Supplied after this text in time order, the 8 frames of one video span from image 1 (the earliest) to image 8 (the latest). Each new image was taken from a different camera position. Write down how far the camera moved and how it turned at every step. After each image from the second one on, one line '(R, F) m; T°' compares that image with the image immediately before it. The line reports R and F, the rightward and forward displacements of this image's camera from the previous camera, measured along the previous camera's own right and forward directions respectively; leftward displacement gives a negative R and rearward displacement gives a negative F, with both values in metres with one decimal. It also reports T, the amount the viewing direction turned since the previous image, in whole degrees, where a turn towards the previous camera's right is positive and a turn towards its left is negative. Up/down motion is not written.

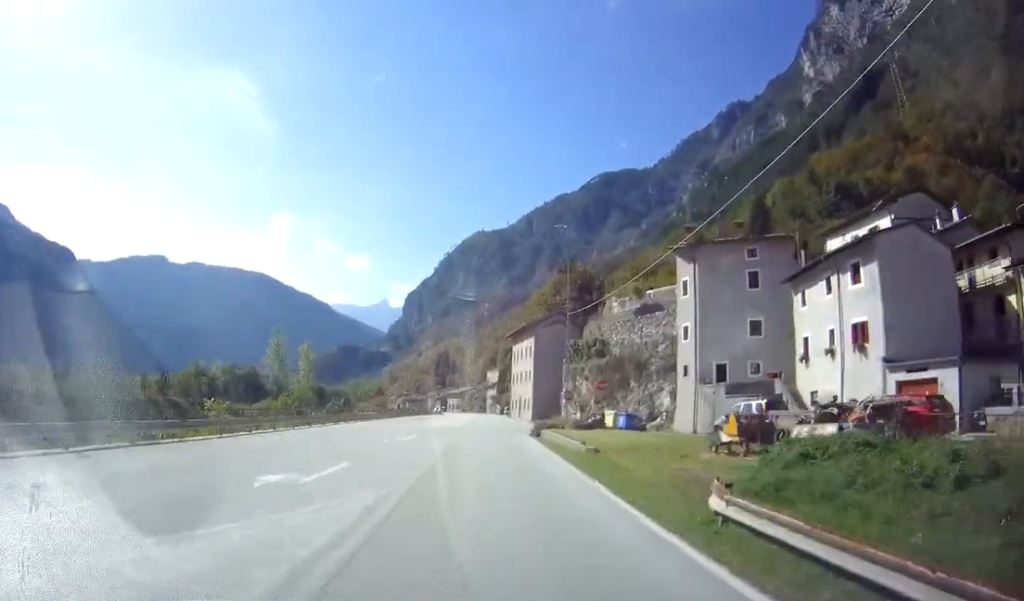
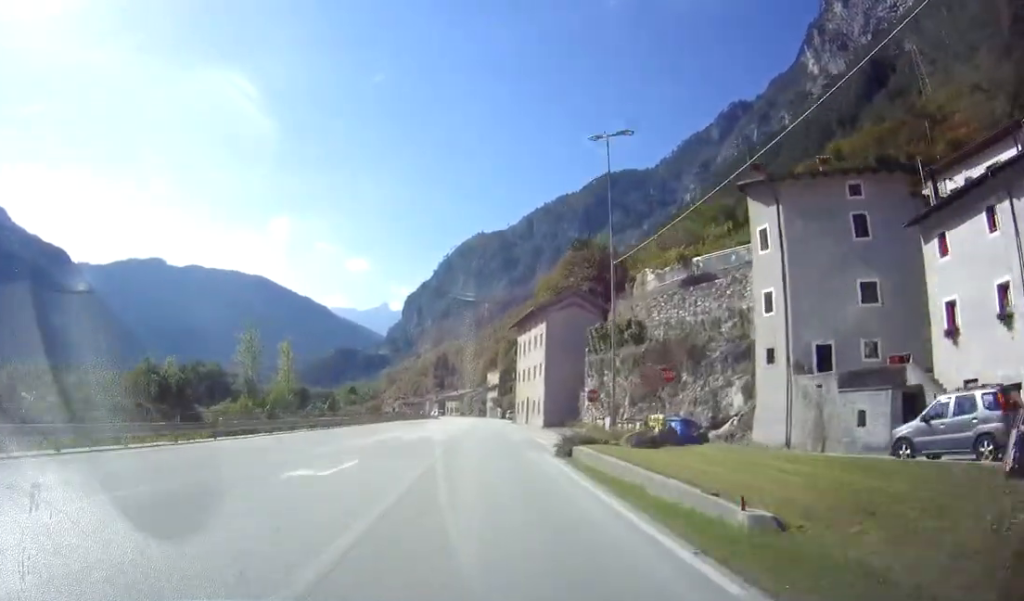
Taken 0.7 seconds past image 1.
(0.0, +12.7) m; 0°
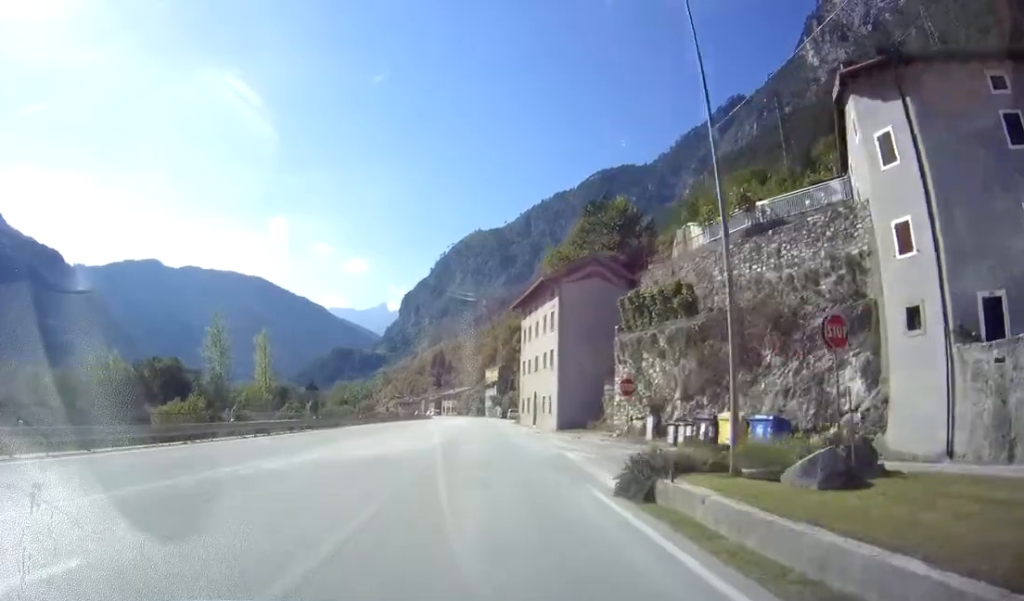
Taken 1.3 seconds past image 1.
(0.0, +10.4) m; 0°
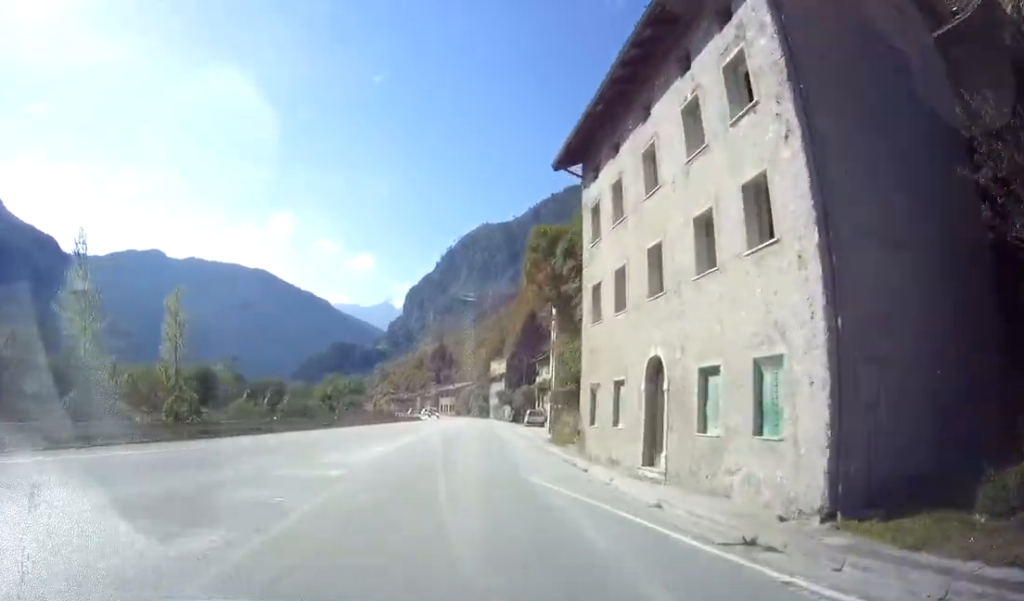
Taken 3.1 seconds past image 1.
(0.0, +30.3) m; 0°
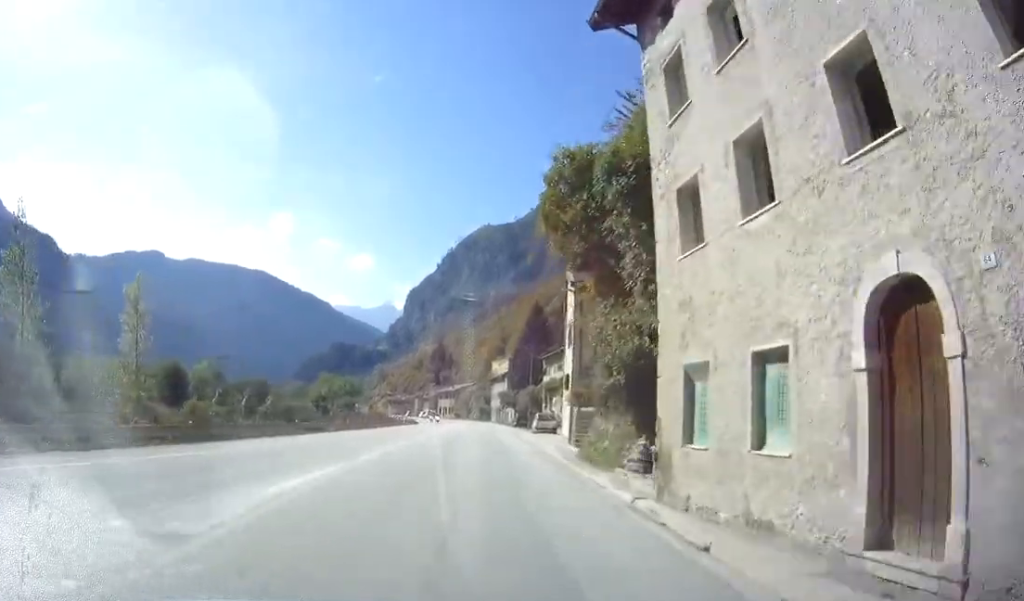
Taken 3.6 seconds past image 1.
(0.0, +8.5) m; 0°
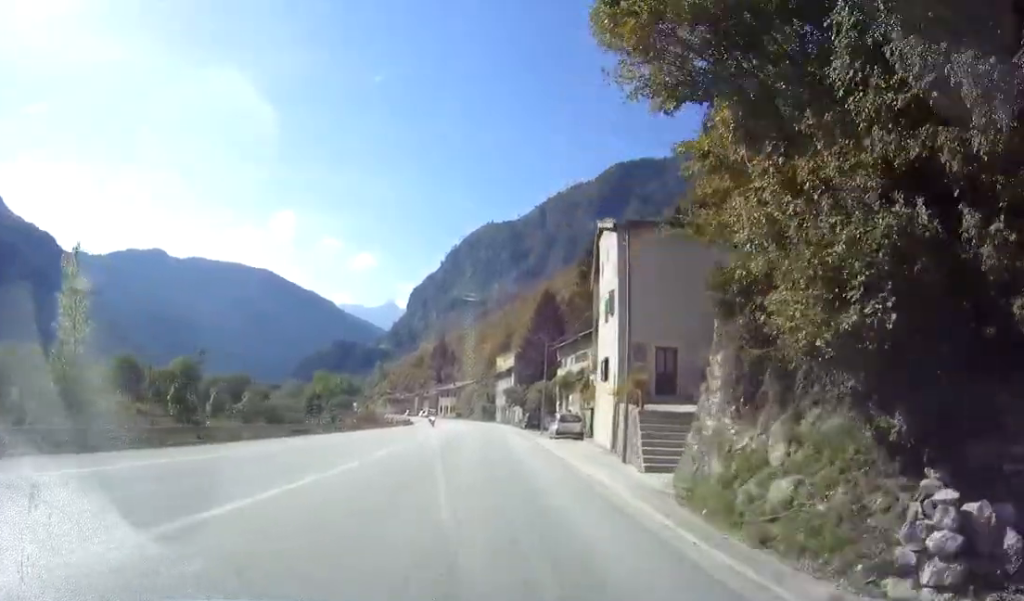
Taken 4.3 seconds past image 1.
(0.0, +11.4) m; 0°
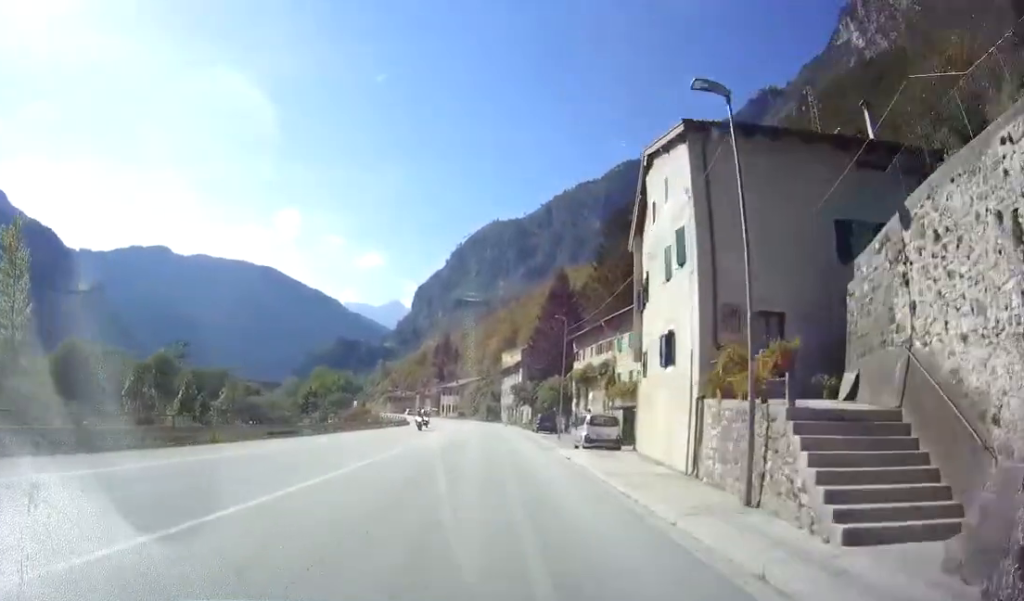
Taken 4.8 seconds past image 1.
(0.0, +8.5) m; 0°
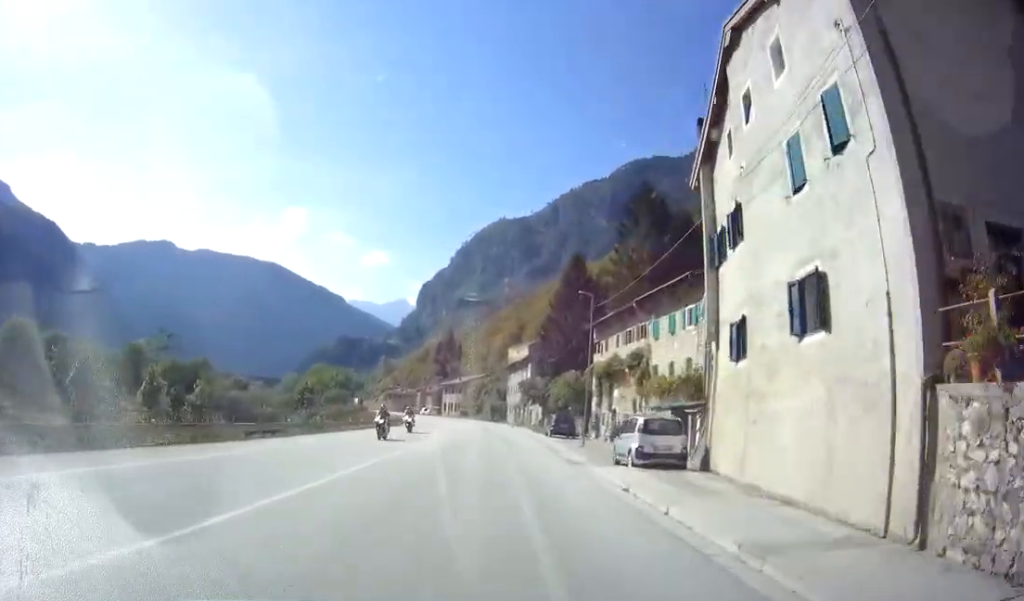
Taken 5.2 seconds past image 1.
(0.0, +8.0) m; 0°
